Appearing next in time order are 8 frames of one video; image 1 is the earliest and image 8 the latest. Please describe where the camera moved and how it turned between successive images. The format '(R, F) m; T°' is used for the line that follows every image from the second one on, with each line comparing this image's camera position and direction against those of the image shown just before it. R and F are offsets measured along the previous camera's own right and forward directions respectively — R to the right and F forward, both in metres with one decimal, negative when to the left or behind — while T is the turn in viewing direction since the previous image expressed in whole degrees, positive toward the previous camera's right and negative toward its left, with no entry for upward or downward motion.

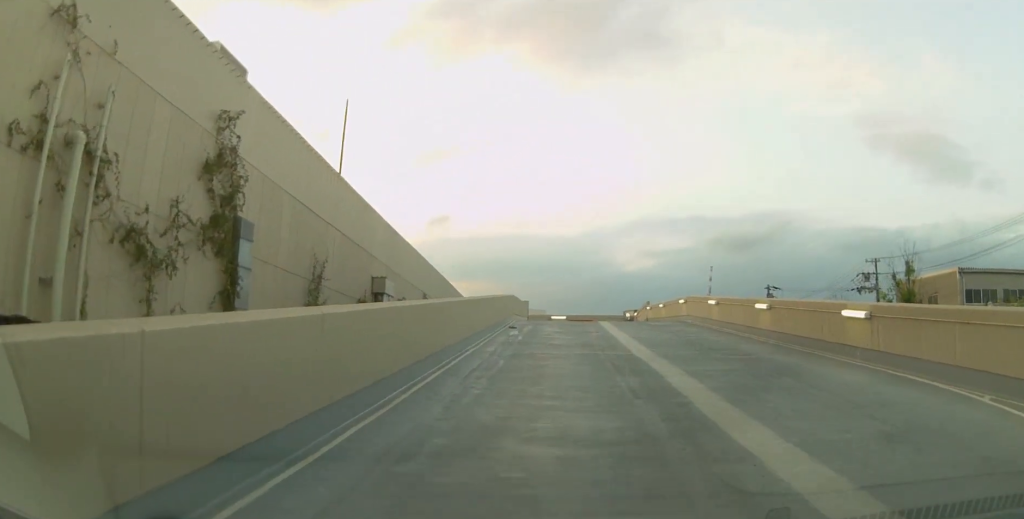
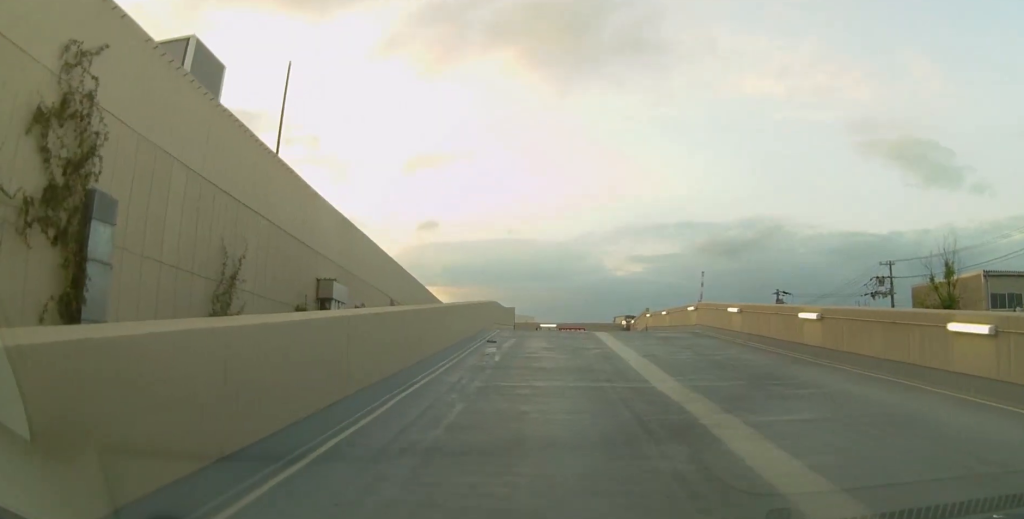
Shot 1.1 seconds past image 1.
(+0.3, +4.6) m; +4°
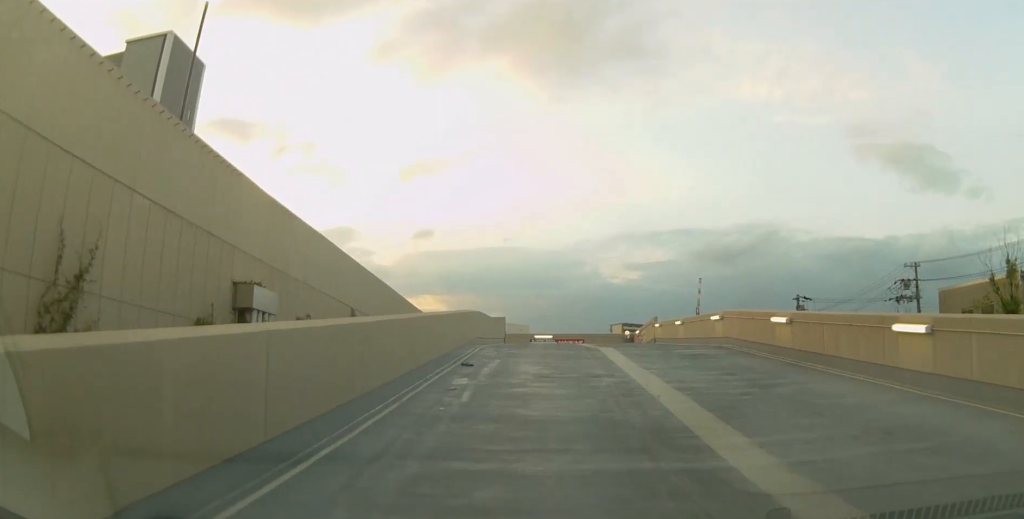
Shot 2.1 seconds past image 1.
(+0.1, +5.0) m; -1°
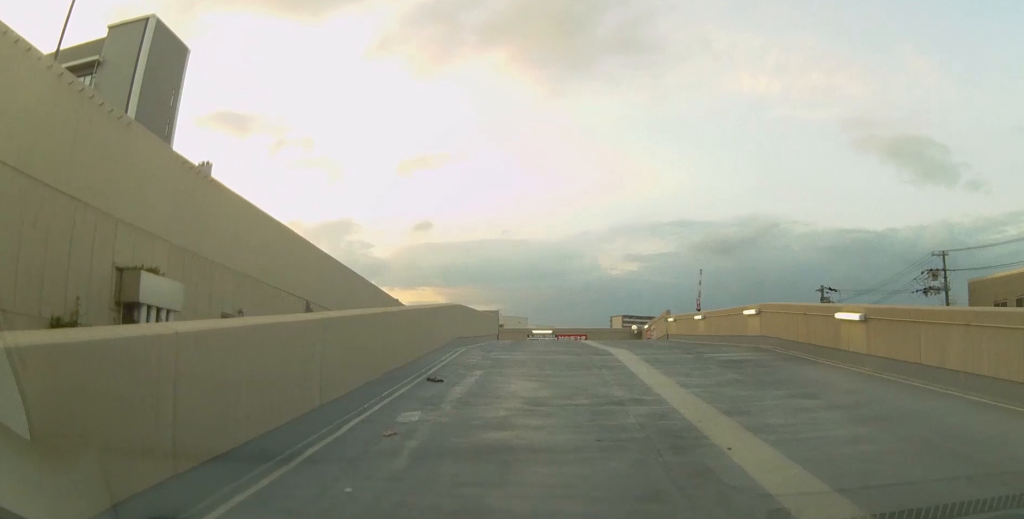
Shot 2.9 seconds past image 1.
(-0.1, +4.3) m; -3°
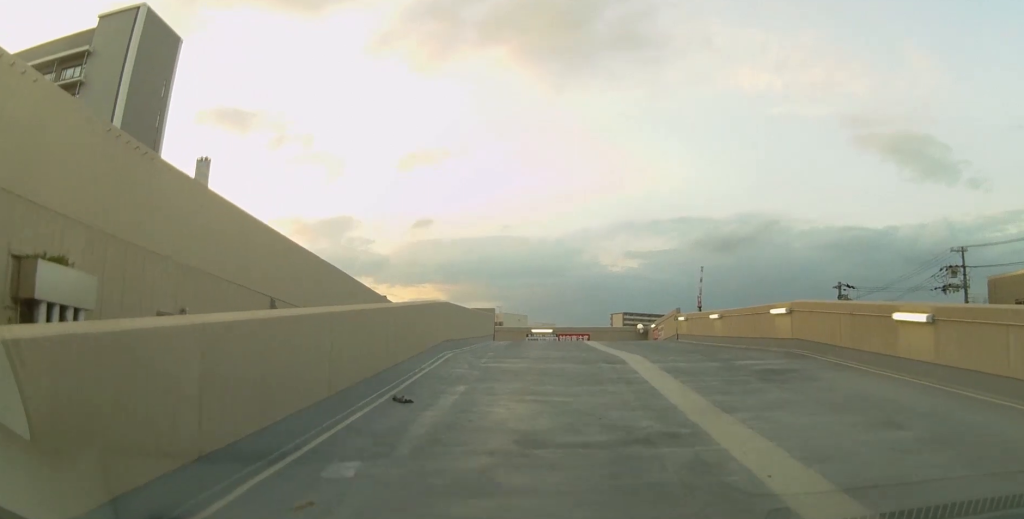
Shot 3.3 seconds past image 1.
(0.0, +2.6) m; -2°
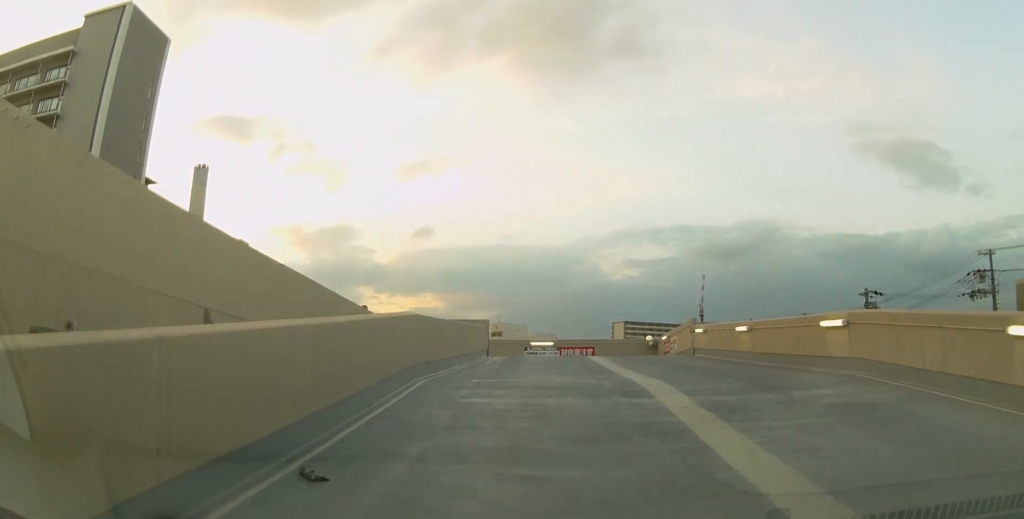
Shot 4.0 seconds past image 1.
(-0.2, +3.6) m; +3°
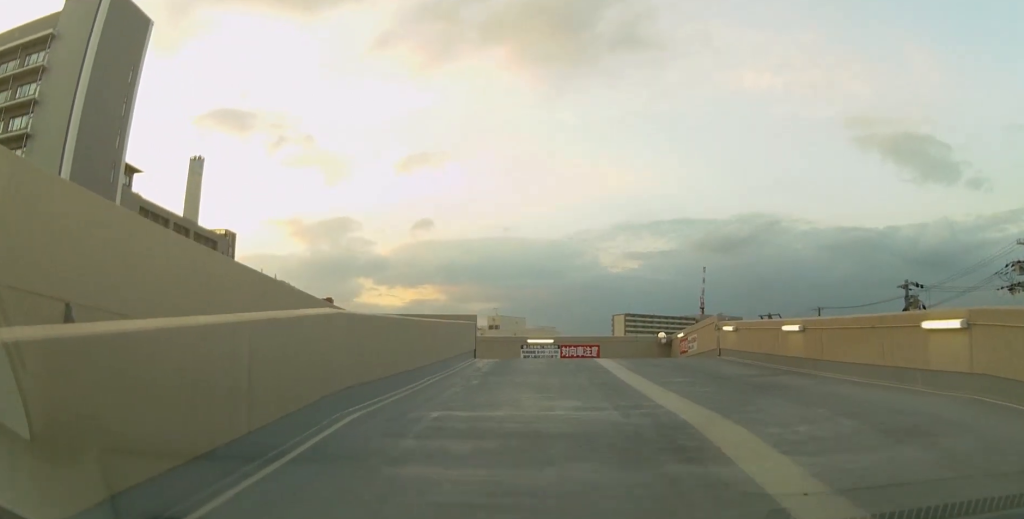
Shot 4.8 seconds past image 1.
(+0.2, +4.6) m; +2°
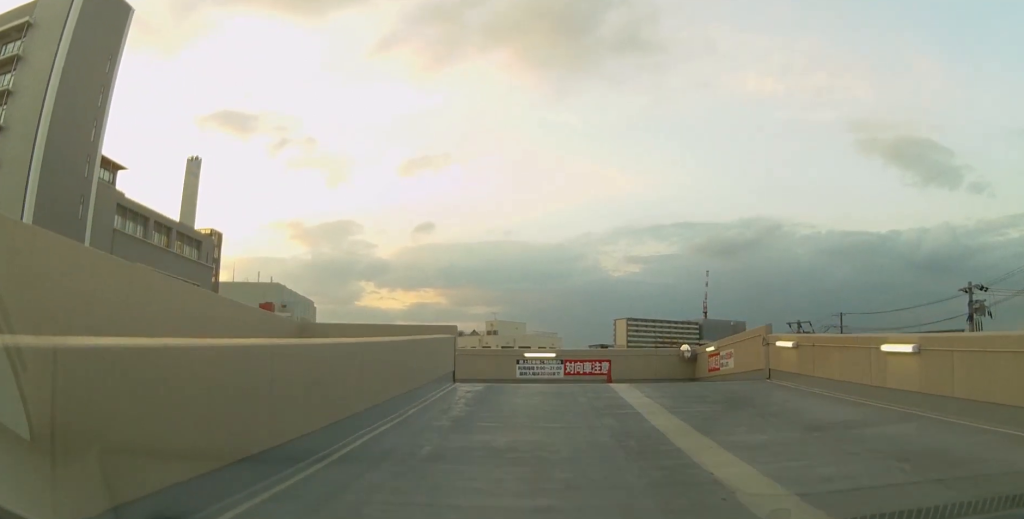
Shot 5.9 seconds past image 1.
(0.0, +5.8) m; -1°
